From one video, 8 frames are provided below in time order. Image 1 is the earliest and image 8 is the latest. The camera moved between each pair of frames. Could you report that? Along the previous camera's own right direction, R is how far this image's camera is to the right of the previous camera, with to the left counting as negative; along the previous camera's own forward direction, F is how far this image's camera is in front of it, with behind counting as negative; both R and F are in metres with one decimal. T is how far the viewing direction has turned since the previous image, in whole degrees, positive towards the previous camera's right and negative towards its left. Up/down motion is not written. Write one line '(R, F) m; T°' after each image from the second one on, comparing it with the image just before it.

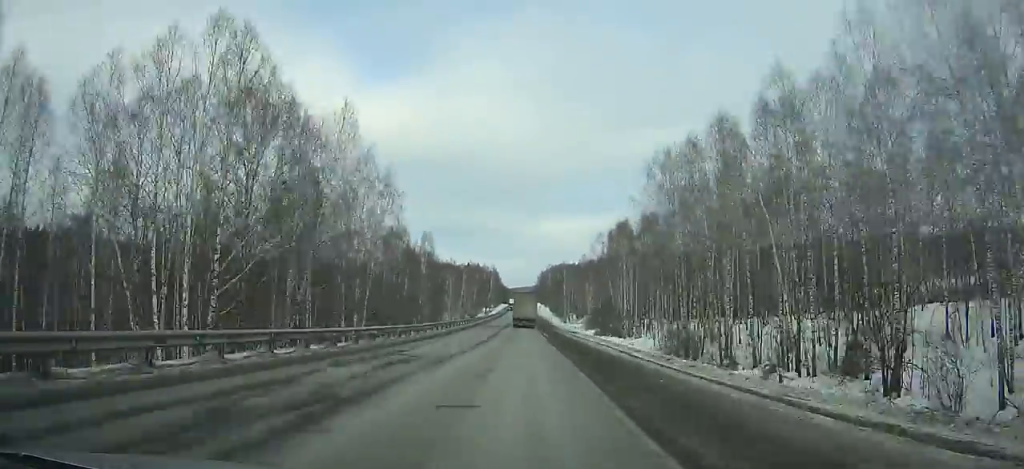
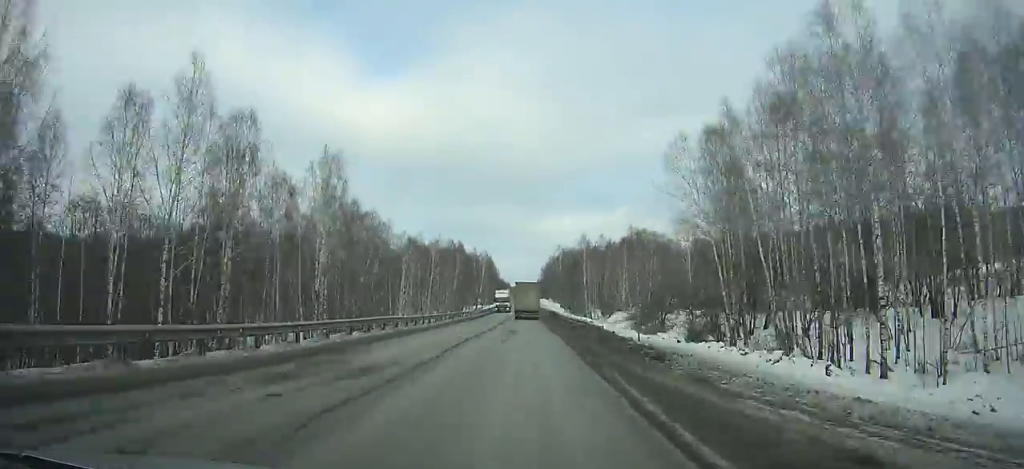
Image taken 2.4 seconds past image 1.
(0.0, +57.7) m; 0°
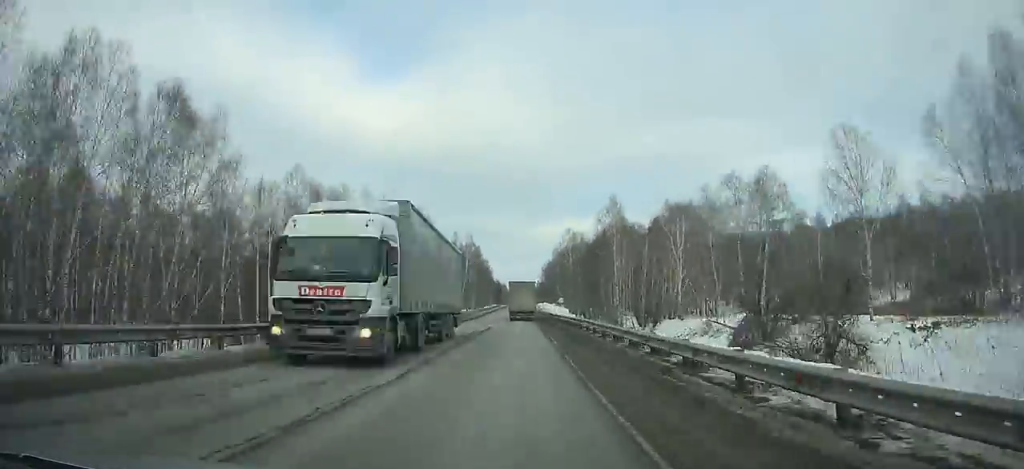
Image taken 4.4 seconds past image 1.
(0.0, +47.3) m; 0°
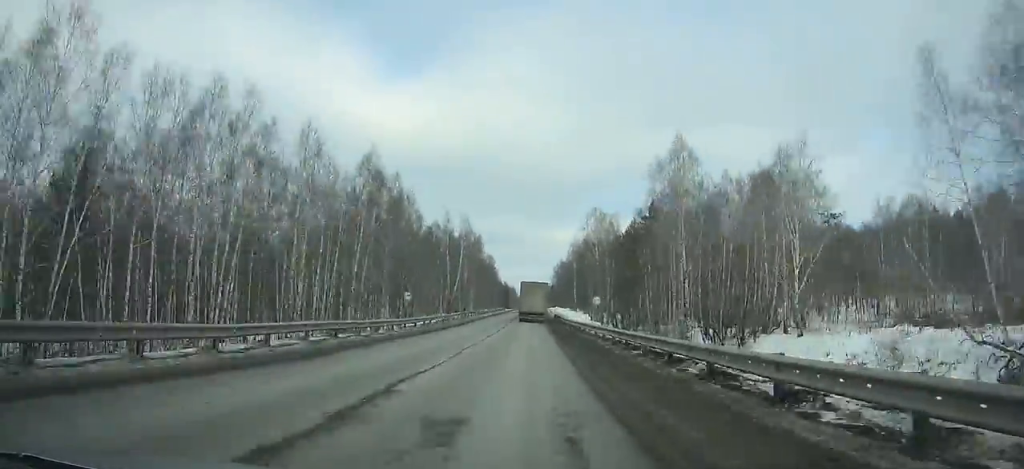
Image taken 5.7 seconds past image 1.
(-0.1, +30.3) m; 0°
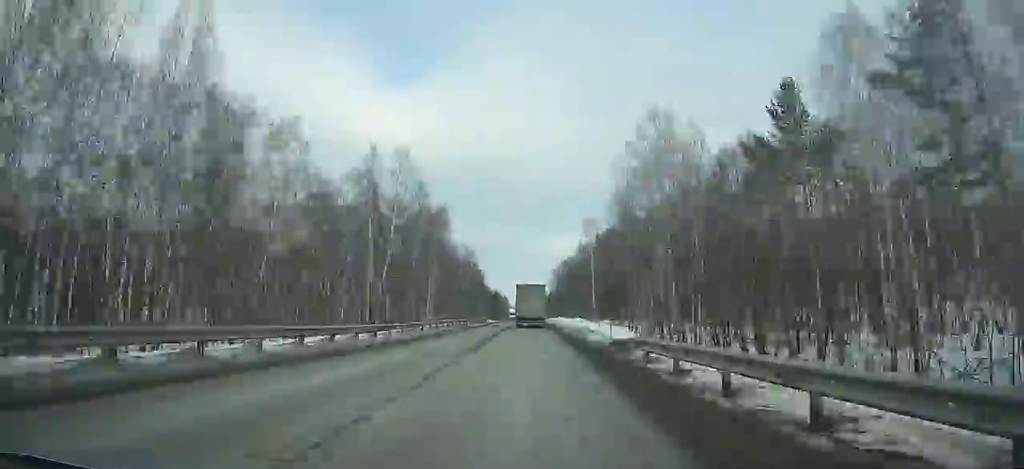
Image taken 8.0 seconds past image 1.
(0.0, +52.6) m; 0°
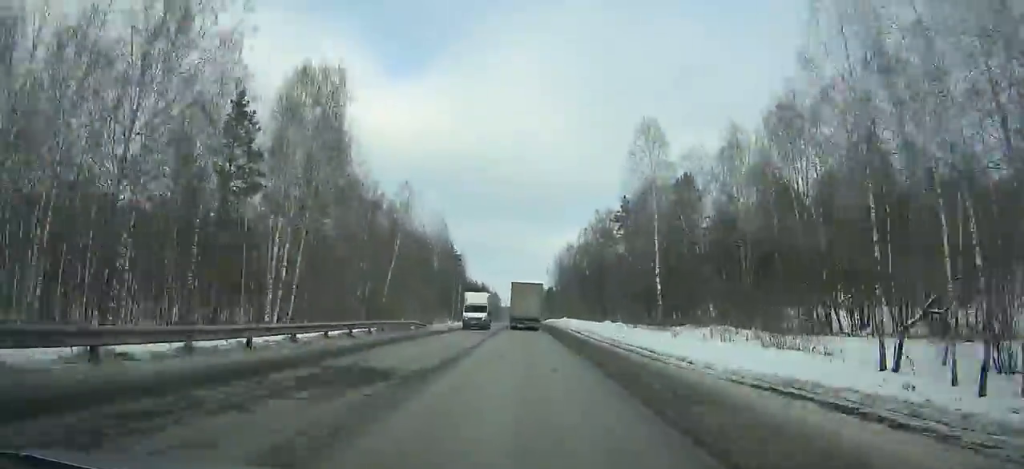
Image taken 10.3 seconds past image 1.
(+0.2, +51.6) m; 0°
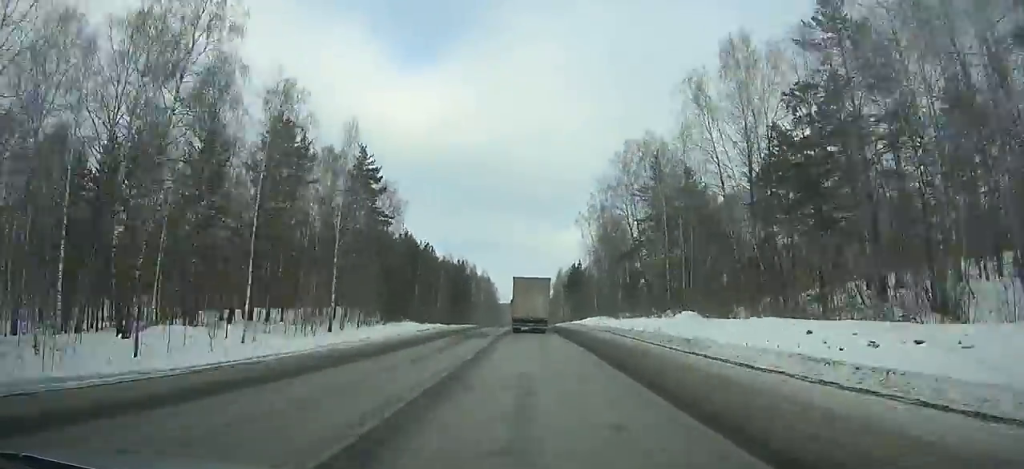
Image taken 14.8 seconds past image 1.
(-0.4, +97.0) m; -1°
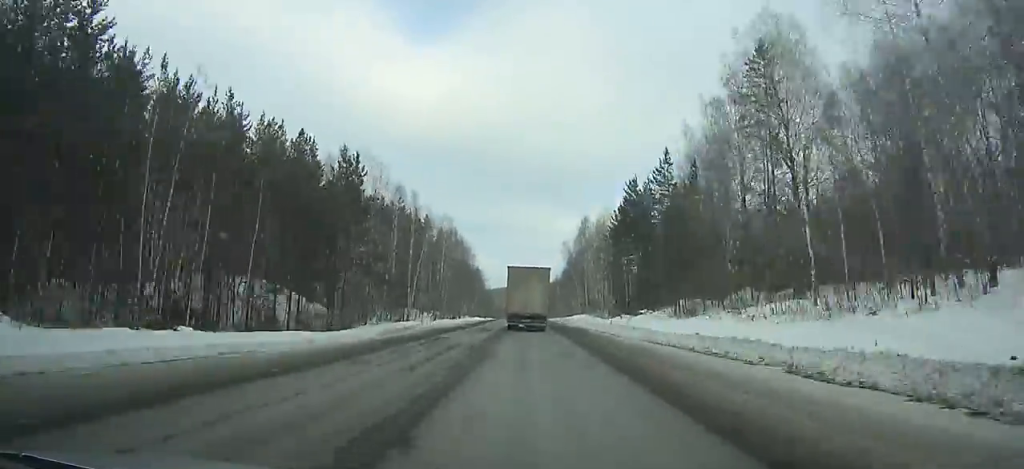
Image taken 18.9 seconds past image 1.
(-0.2, +84.6) m; 0°
